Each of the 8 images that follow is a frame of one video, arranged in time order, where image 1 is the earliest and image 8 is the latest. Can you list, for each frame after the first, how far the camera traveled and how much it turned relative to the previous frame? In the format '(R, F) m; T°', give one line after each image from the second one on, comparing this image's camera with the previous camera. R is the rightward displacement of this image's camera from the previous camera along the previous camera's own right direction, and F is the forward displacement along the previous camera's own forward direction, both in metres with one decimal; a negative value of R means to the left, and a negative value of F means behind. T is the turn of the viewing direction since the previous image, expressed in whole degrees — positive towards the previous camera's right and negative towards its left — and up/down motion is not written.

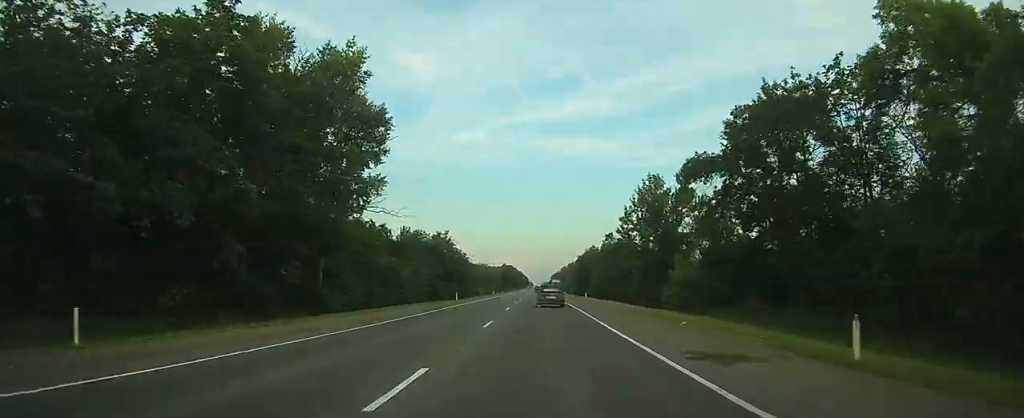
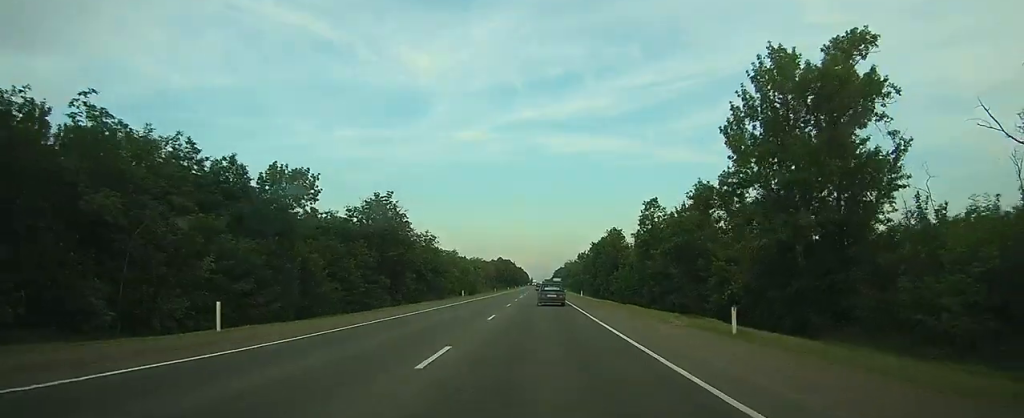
(0.0, +45.1) m; 0°
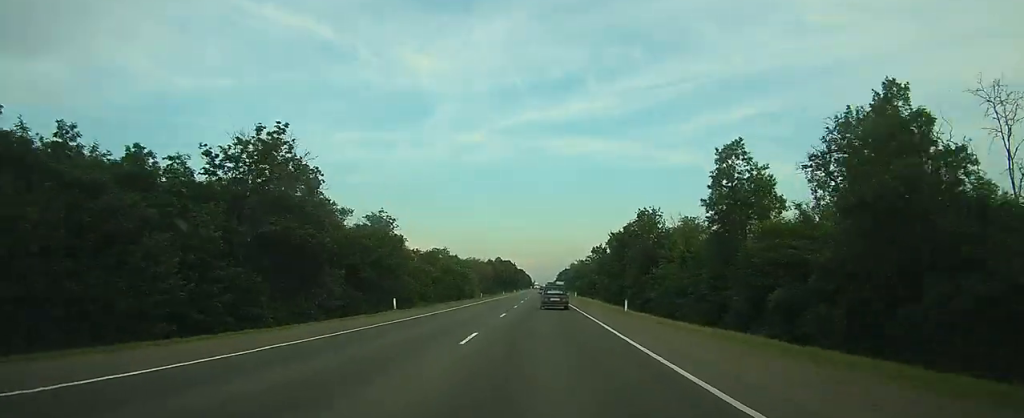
(0.0, +31.8) m; 0°
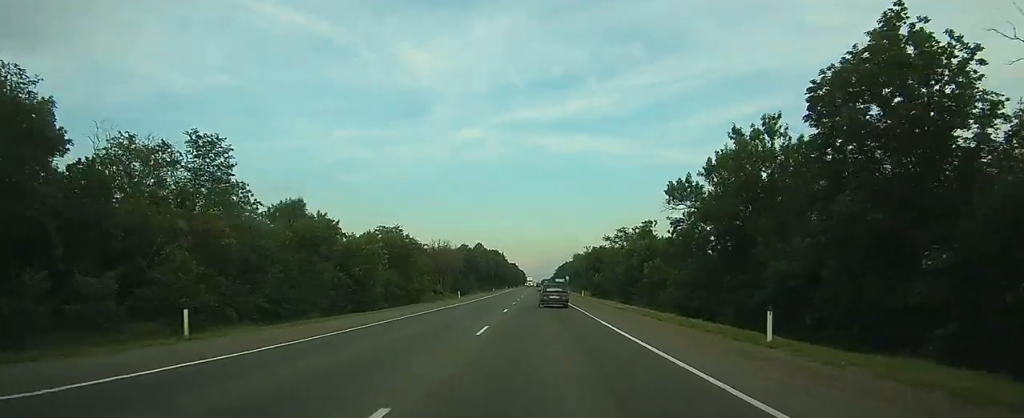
(-0.4, +69.6) m; 0°
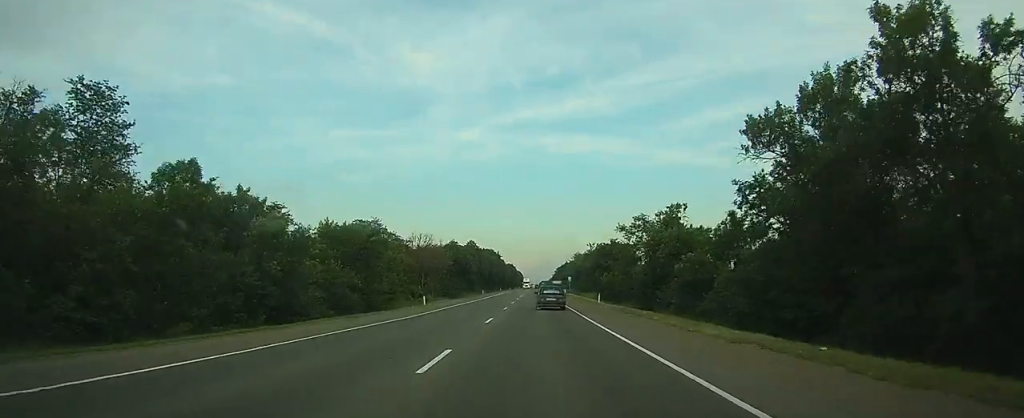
(0.0, +18.4) m; 0°
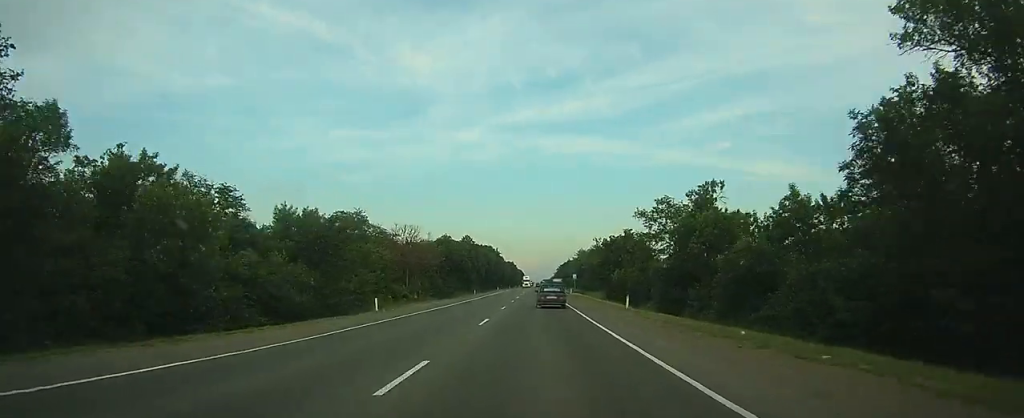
(+0.1, +13.6) m; 0°
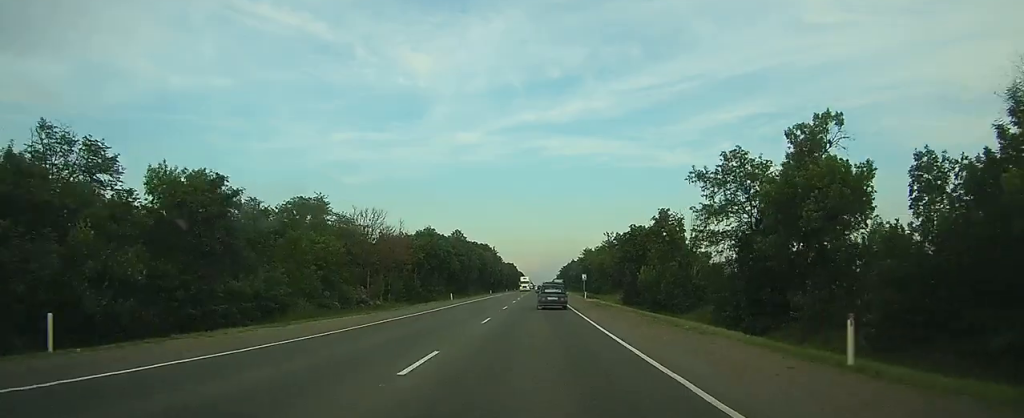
(+0.1, +22.3) m; 0°
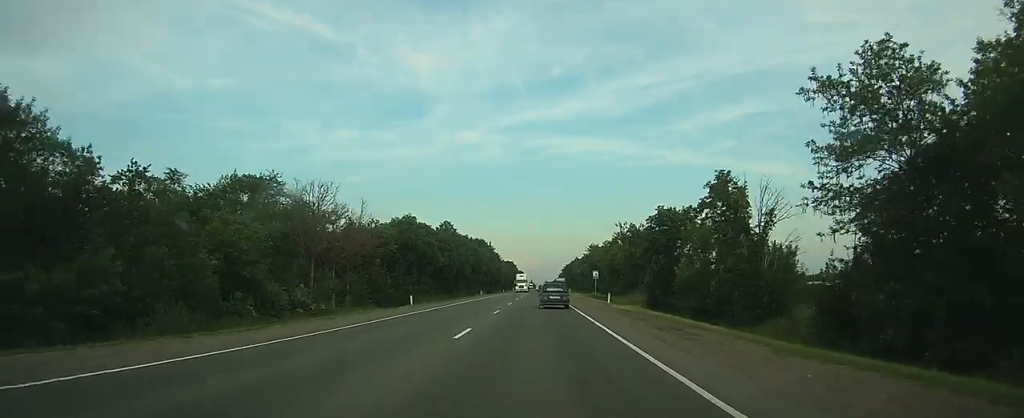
(+0.1, +18.4) m; 0°
